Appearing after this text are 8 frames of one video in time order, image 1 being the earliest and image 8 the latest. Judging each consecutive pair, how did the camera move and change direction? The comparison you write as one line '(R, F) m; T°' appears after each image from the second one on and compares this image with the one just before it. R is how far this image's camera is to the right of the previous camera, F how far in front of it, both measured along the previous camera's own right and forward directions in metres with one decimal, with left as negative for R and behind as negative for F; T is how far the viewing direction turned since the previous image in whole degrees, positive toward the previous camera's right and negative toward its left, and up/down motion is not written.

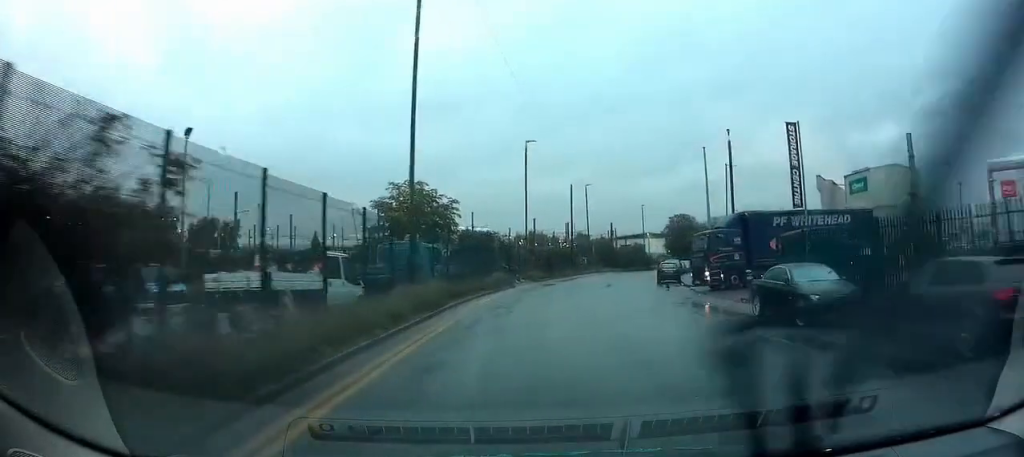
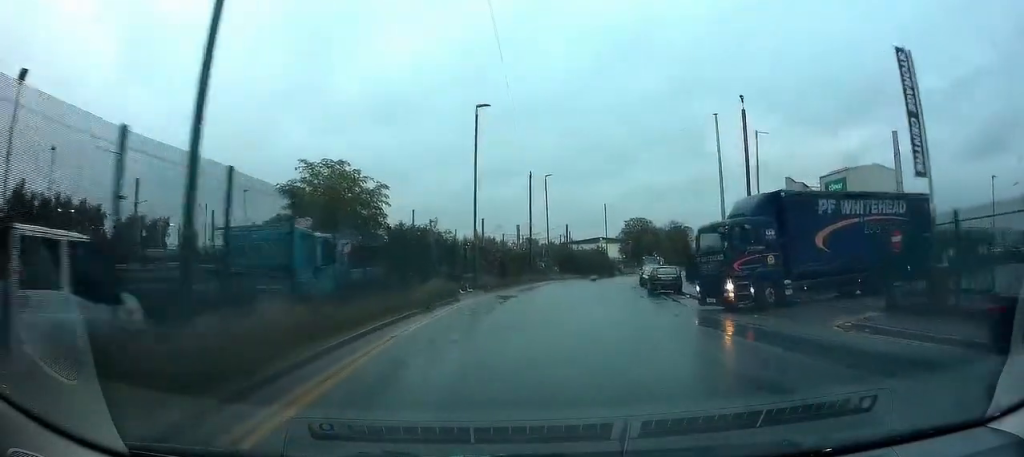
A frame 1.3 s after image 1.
(+1.0, +9.9) m; +6°
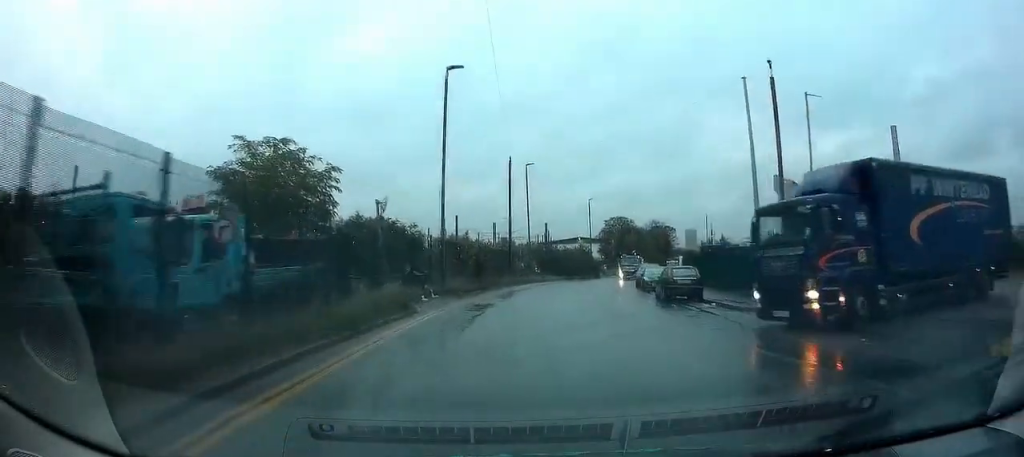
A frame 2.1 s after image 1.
(-0.3, +6.0) m; -2°
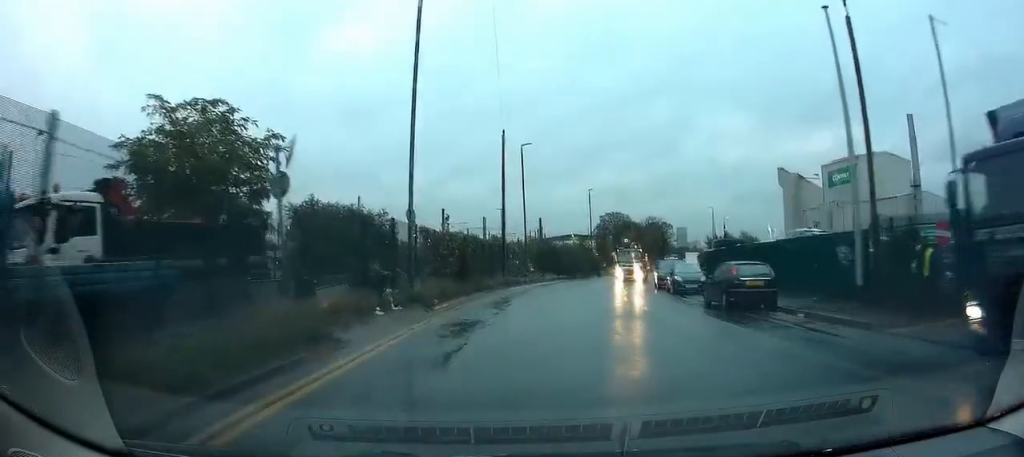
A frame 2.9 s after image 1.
(0.0, +7.4) m; +3°
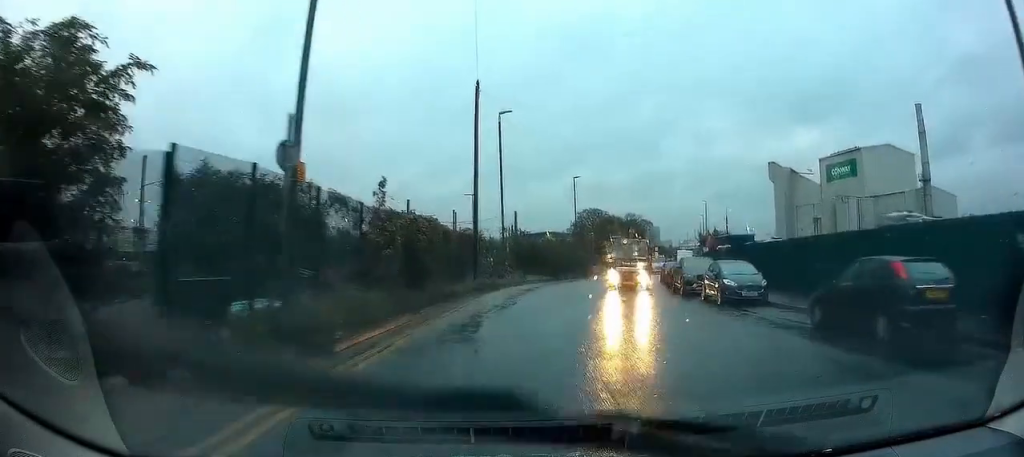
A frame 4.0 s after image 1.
(+0.7, +9.2) m; +2°
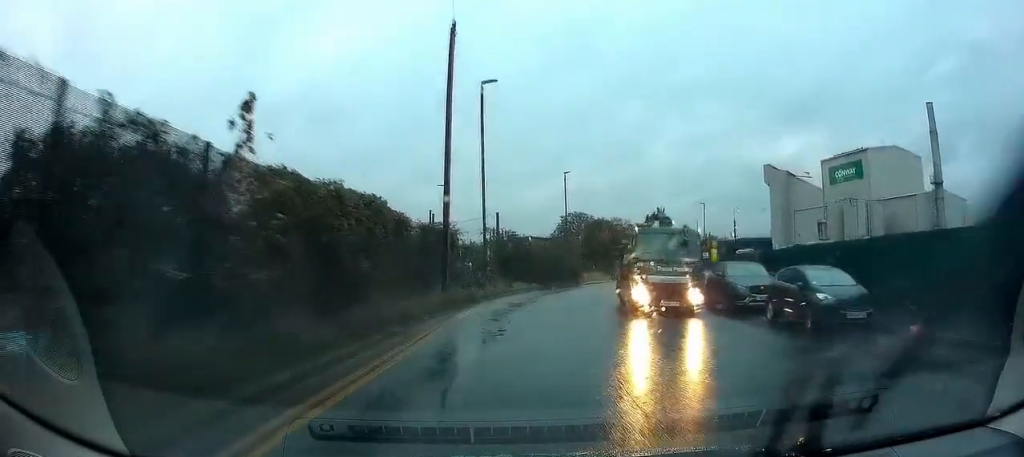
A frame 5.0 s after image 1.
(-0.4, +7.3) m; 0°
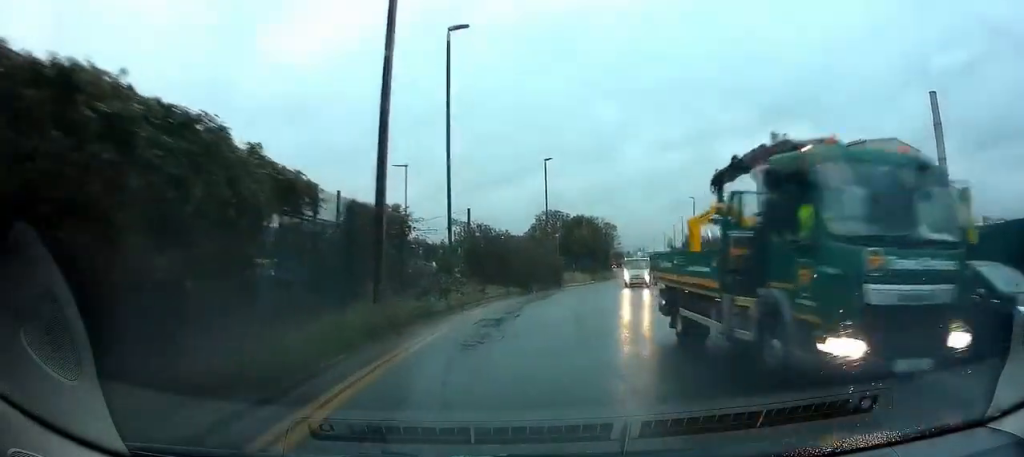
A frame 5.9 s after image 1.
(+0.3, +6.9) m; +2°
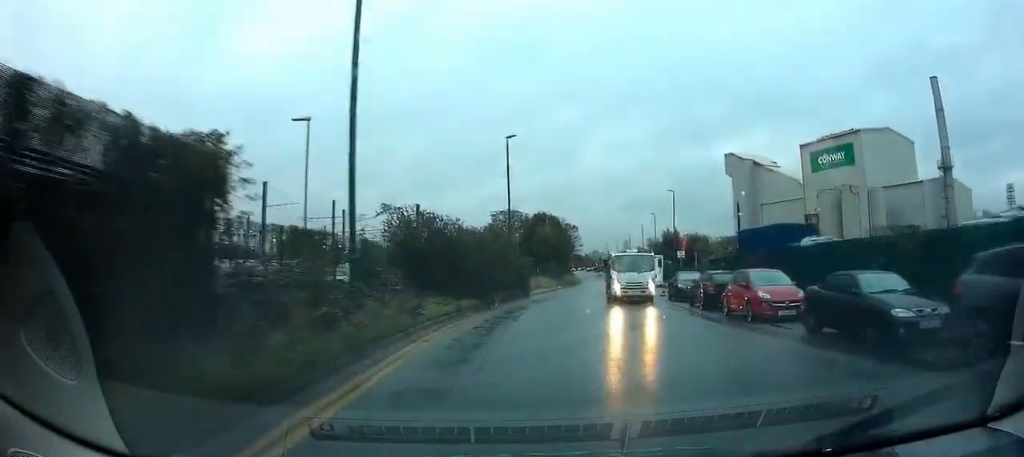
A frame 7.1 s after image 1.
(0.0, +8.9) m; +5°
